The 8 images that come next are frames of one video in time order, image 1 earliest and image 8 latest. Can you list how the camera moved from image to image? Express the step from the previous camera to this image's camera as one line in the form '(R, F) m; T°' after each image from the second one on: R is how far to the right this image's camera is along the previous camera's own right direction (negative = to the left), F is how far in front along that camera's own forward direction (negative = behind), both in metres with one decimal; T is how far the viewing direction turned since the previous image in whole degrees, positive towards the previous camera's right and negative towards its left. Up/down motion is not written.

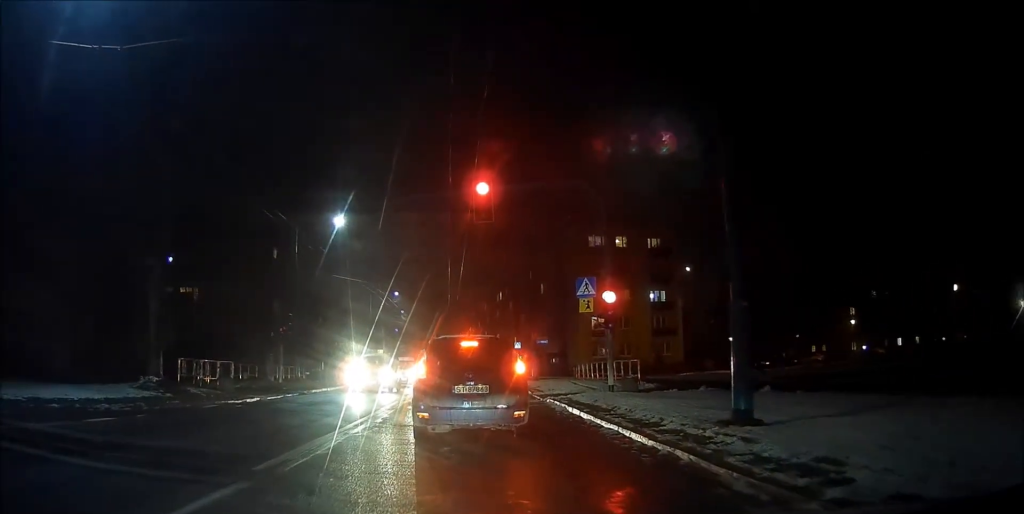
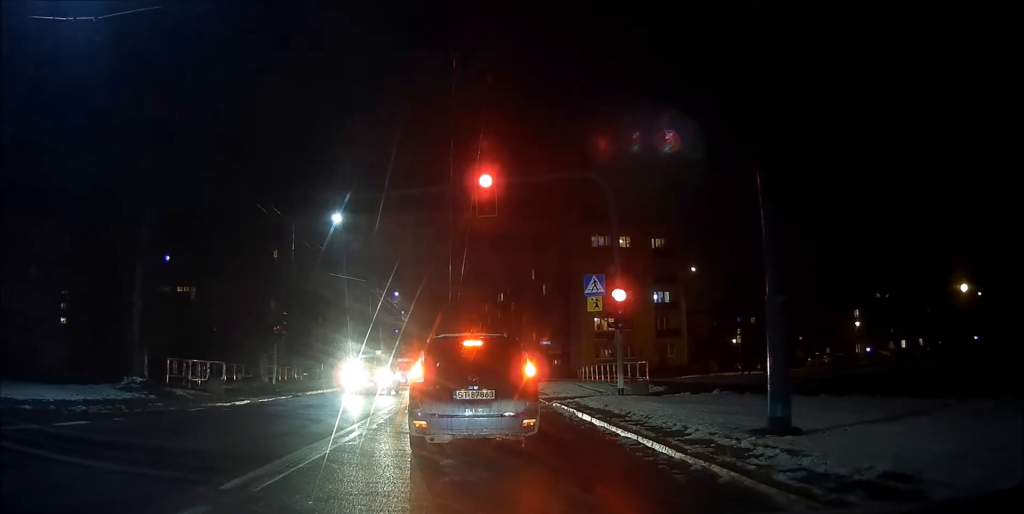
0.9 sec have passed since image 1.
(0.0, +1.2) m; 0°
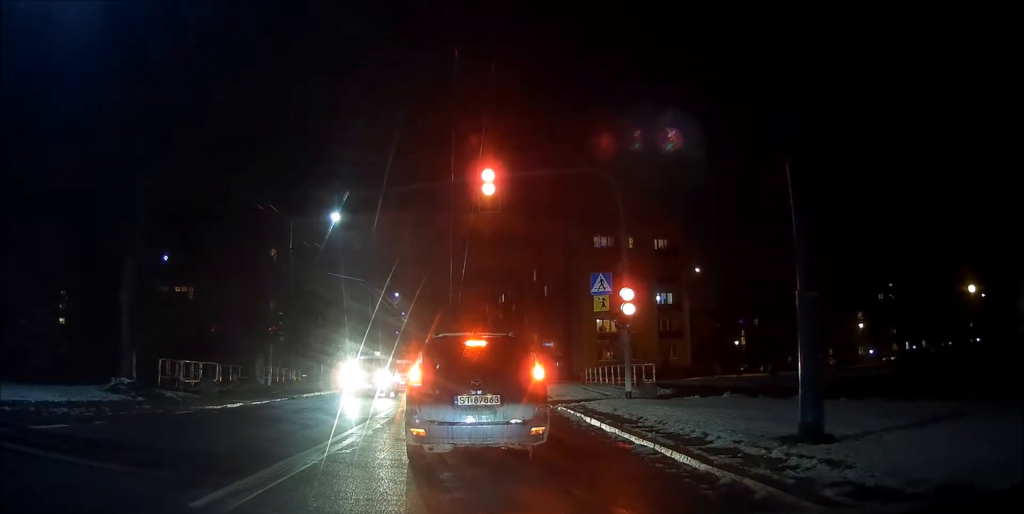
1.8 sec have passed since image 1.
(0.0, +0.8) m; 0°
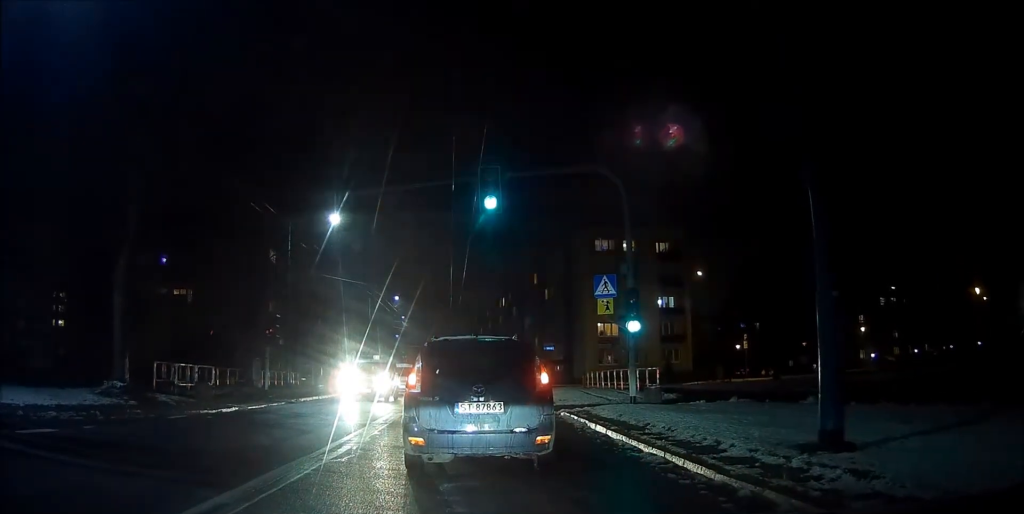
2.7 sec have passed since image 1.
(0.0, +0.5) m; 0°
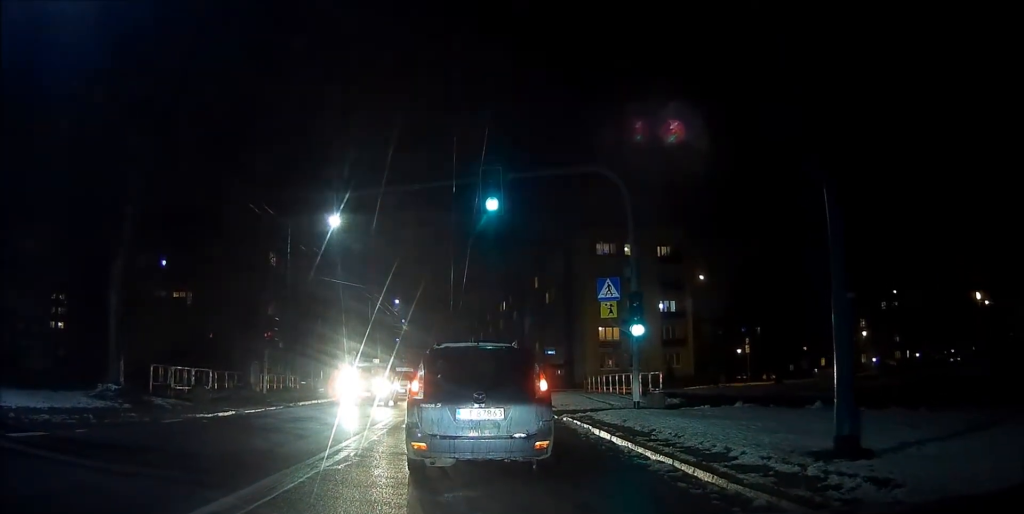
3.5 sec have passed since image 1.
(+0.2, +0.5) m; 0°
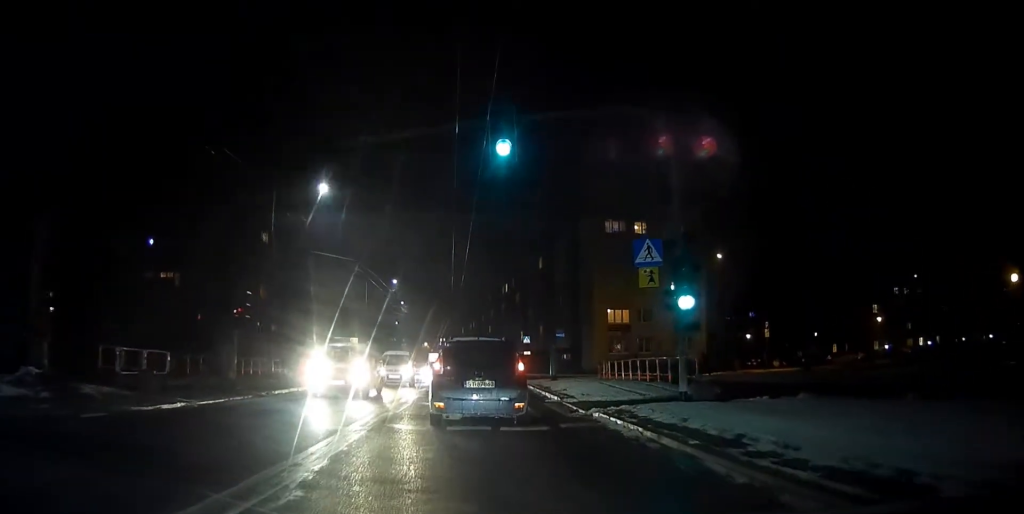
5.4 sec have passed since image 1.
(-0.2, +3.2) m; -6°
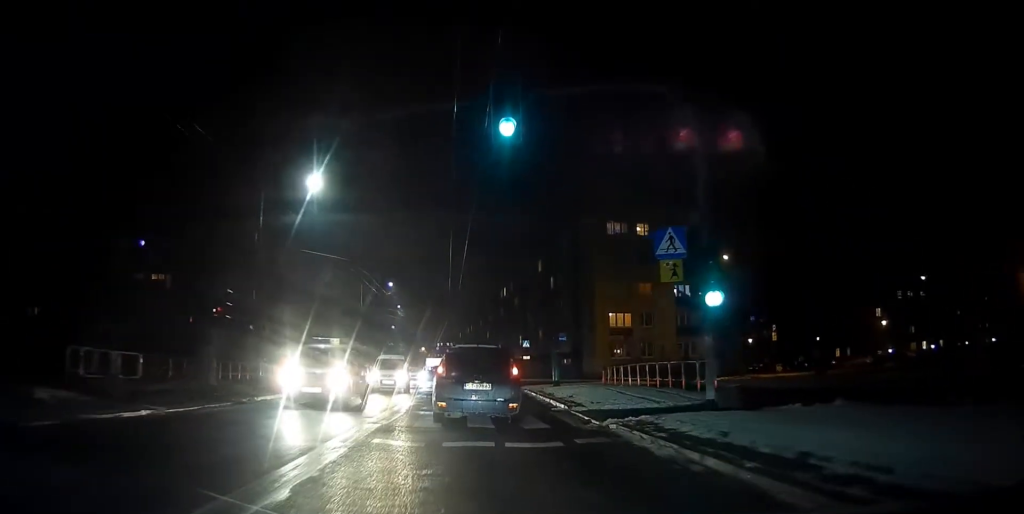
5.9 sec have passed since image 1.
(0.0, +1.4) m; 0°
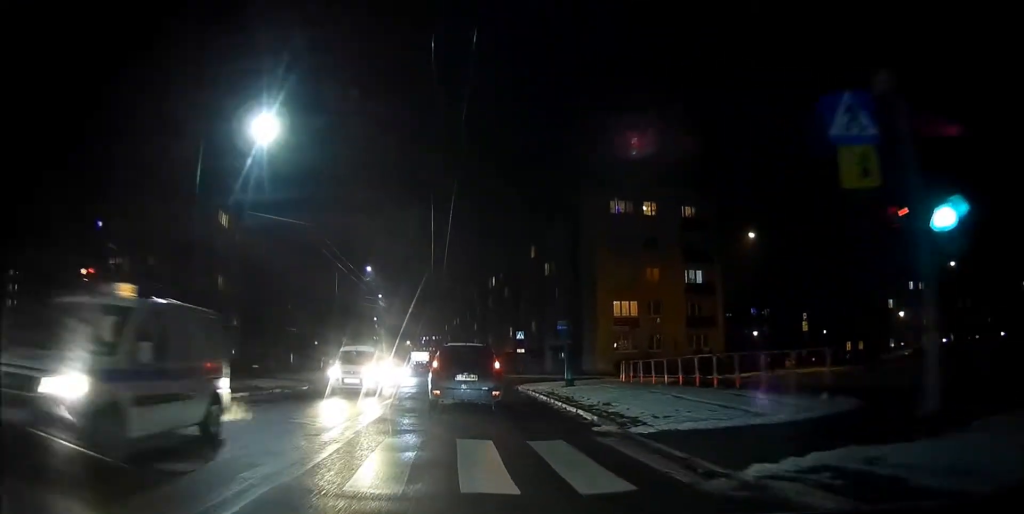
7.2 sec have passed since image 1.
(+0.2, +5.3) m; +4°
